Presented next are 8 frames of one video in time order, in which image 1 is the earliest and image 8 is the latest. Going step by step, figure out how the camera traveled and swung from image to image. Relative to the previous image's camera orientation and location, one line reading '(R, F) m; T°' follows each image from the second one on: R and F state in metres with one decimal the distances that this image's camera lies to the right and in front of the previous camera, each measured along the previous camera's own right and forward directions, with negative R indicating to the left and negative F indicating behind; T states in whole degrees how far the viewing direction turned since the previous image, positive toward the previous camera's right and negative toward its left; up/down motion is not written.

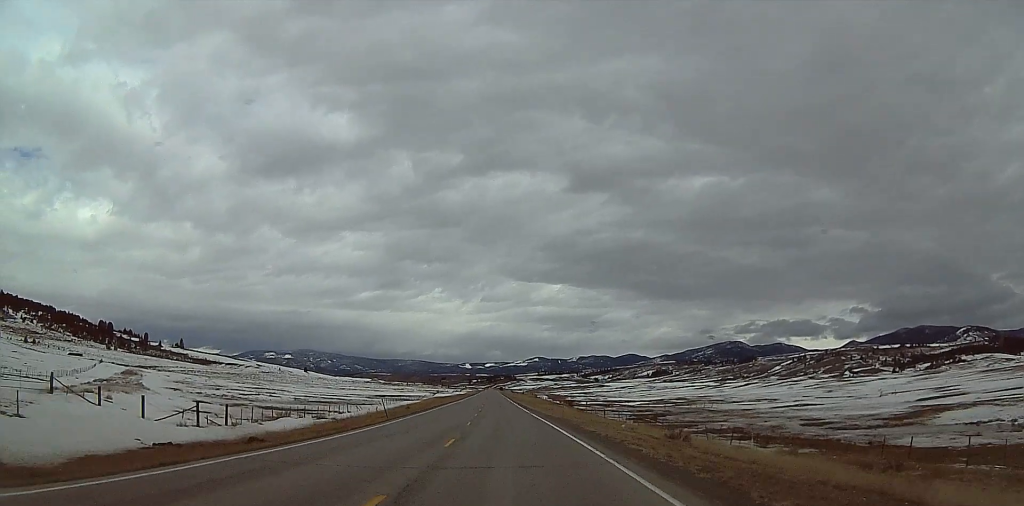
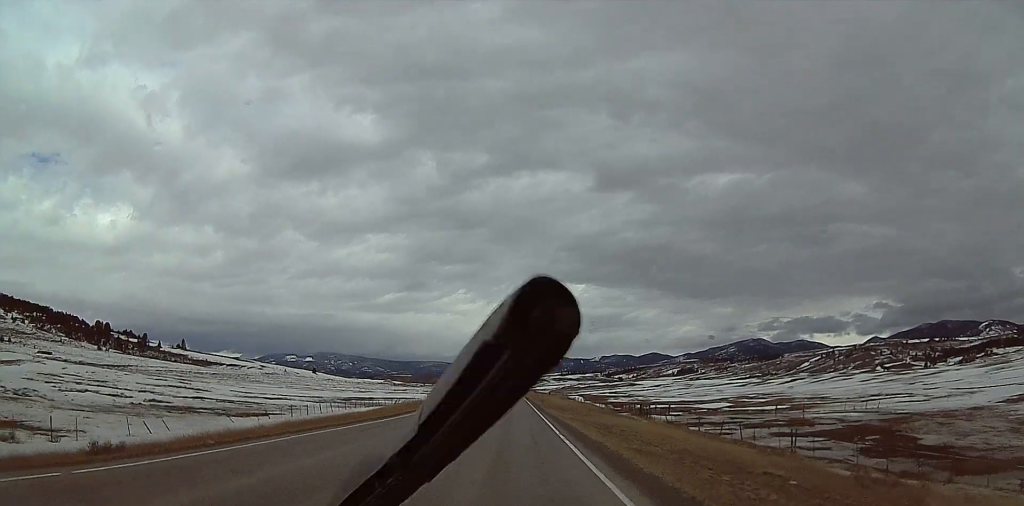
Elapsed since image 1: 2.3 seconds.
(-0.3, +65.6) m; 0°
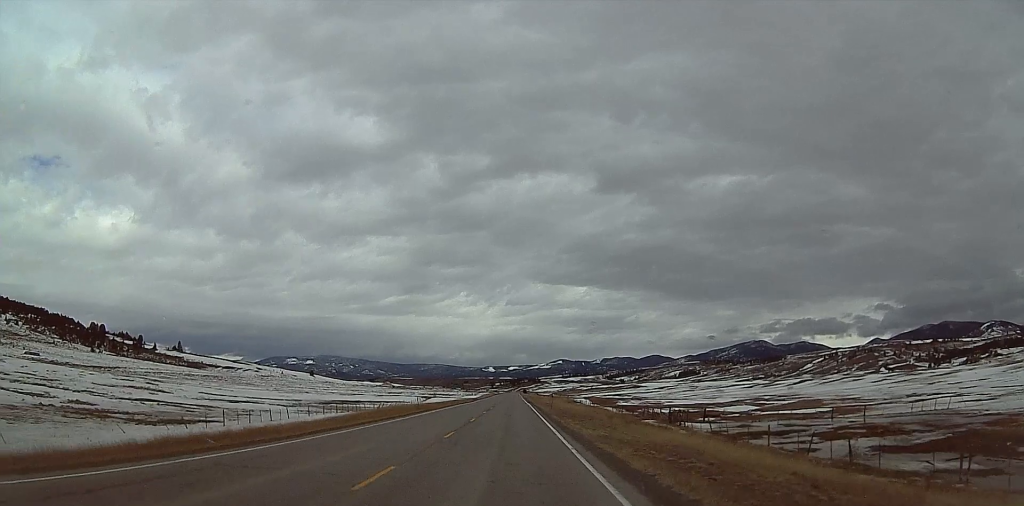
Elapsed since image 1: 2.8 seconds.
(0.0, +16.5) m; 0°
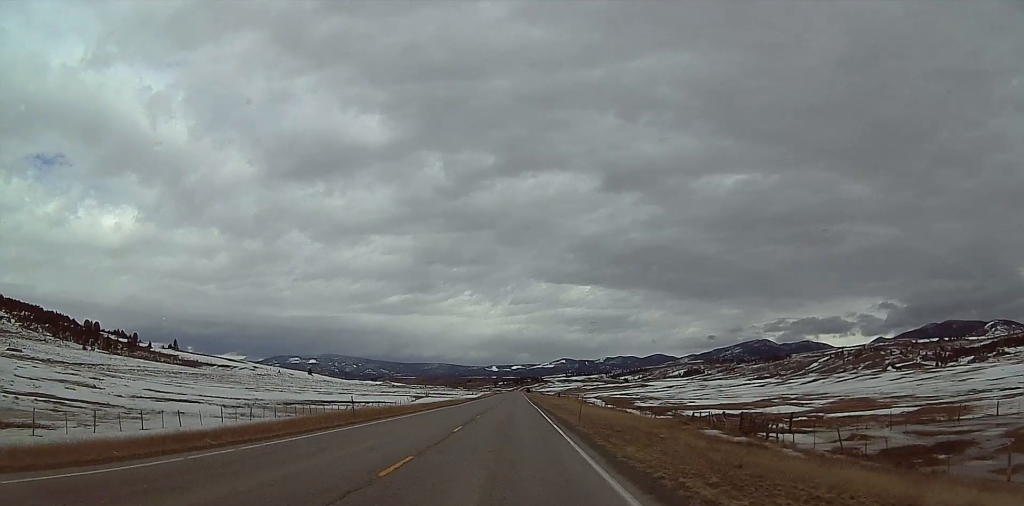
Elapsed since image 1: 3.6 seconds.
(0.0, +23.4) m; 0°
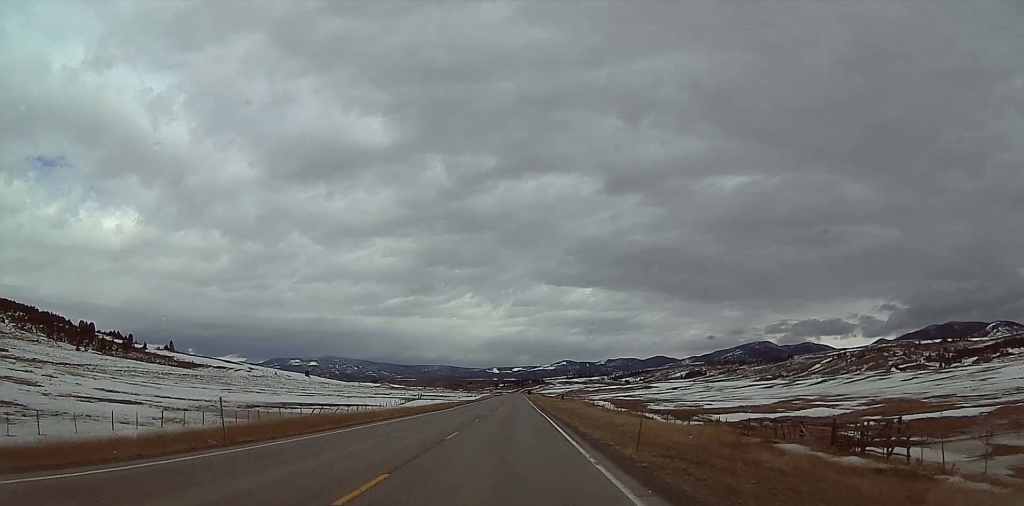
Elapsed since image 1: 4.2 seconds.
(0.0, +15.6) m; 0°
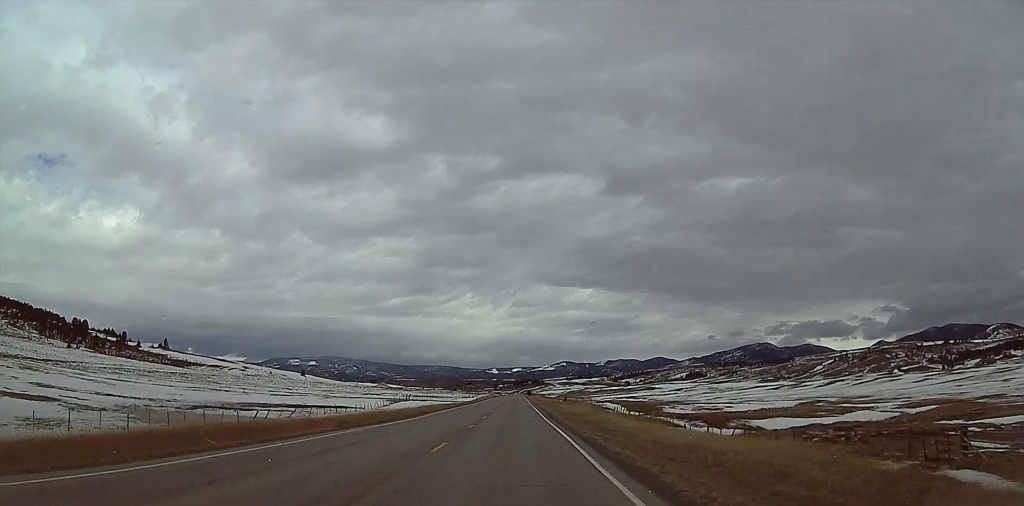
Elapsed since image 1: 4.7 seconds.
(-0.1, +16.6) m; 0°
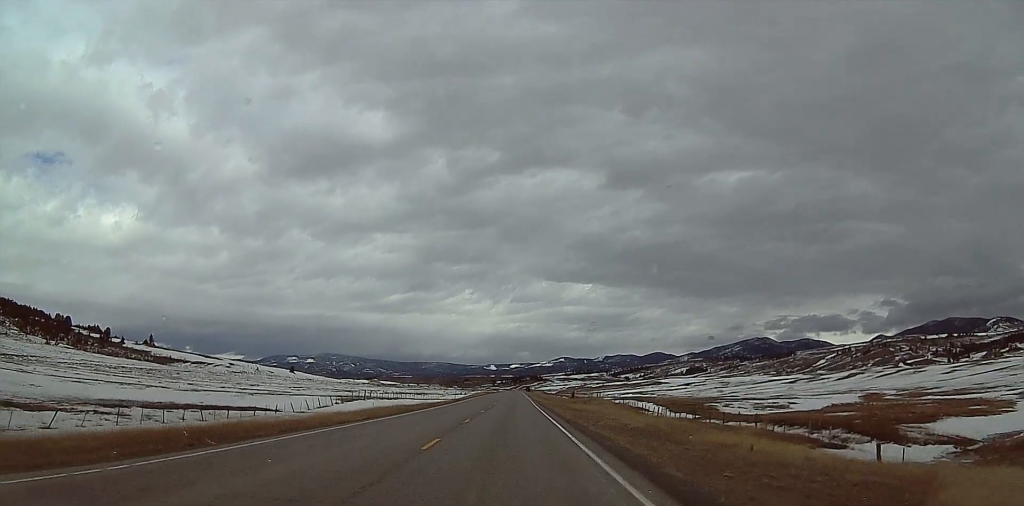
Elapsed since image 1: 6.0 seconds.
(+0.1, +38.0) m; +1°
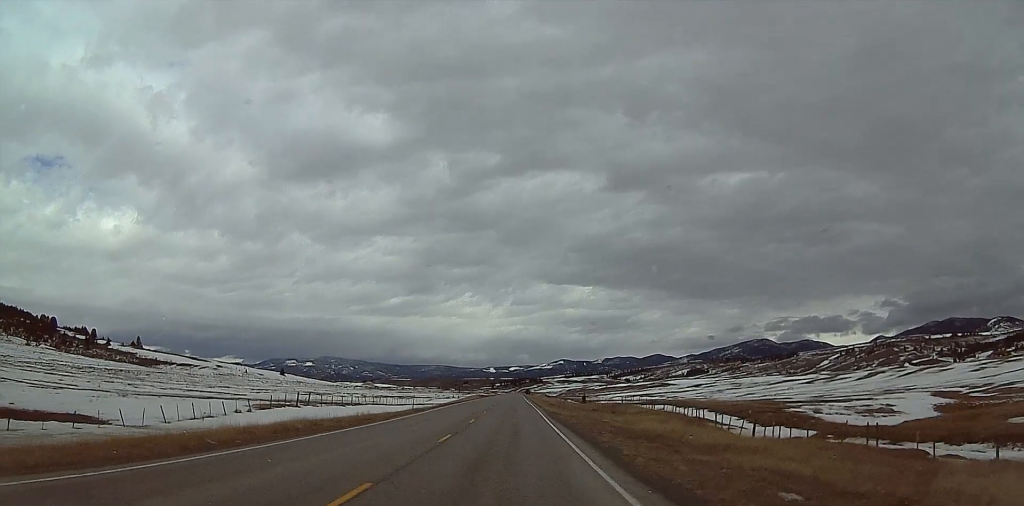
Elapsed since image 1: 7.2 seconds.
(-0.1, +32.4) m; -2°
